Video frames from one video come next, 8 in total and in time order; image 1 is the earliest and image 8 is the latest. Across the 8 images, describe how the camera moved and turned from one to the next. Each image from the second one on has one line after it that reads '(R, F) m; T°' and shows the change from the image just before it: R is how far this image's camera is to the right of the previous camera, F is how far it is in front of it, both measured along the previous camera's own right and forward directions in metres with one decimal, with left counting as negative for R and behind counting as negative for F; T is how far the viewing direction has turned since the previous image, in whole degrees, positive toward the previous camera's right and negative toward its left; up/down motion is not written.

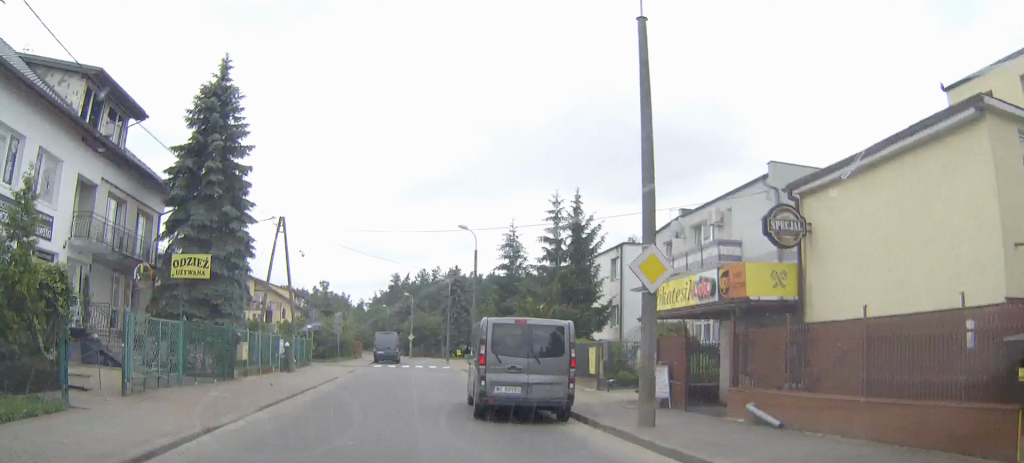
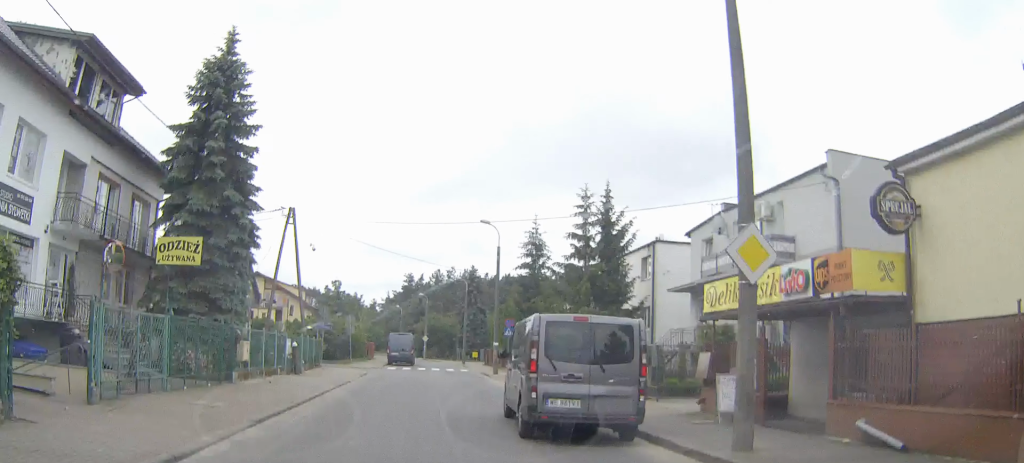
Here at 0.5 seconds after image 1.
(0.0, +2.7) m; 0°
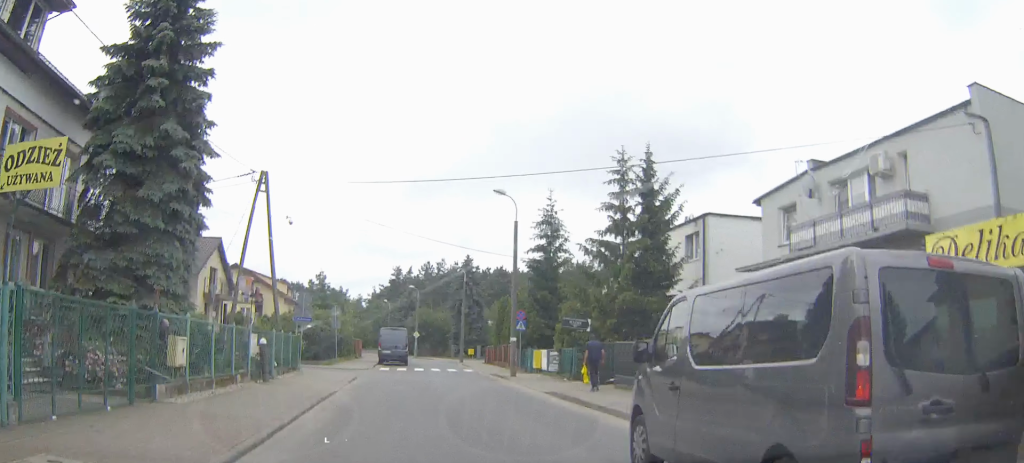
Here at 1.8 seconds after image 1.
(0.0, +7.5) m; +2°
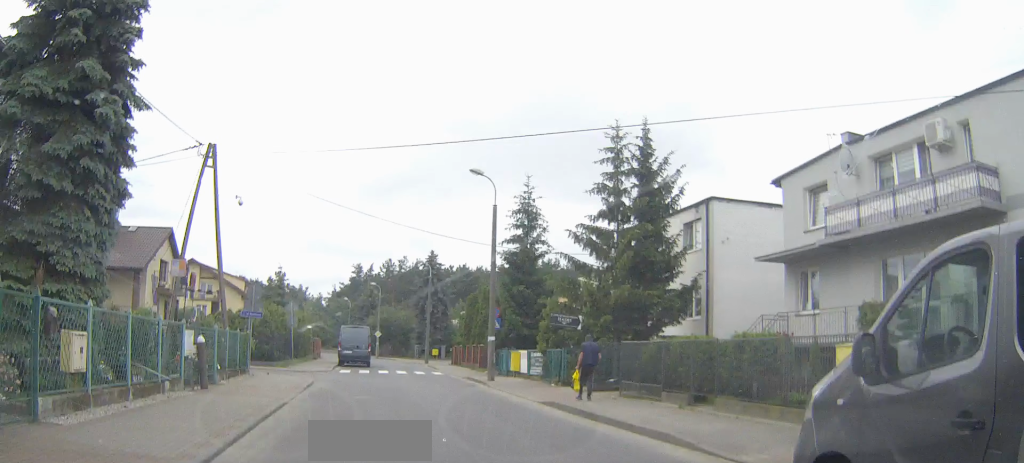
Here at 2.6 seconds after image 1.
(+0.1, +4.2) m; +3°
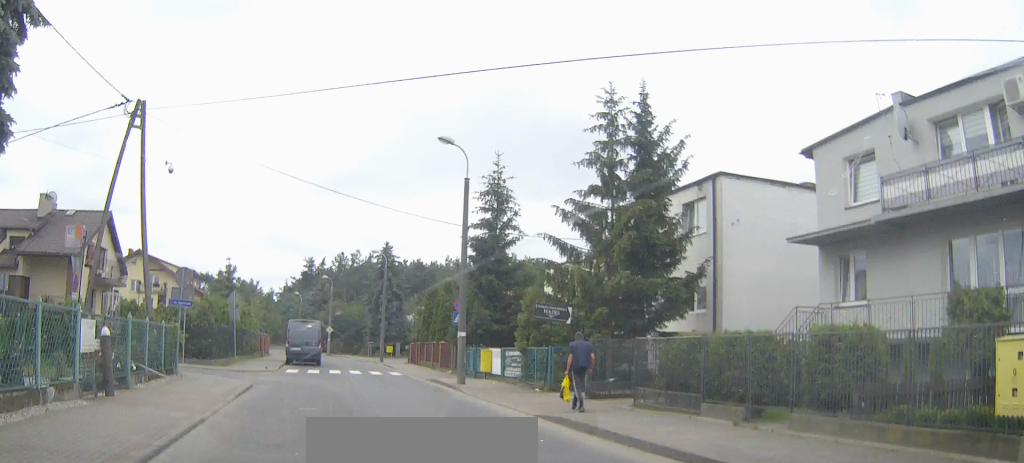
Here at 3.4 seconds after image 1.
(+0.1, +4.5) m; +3°
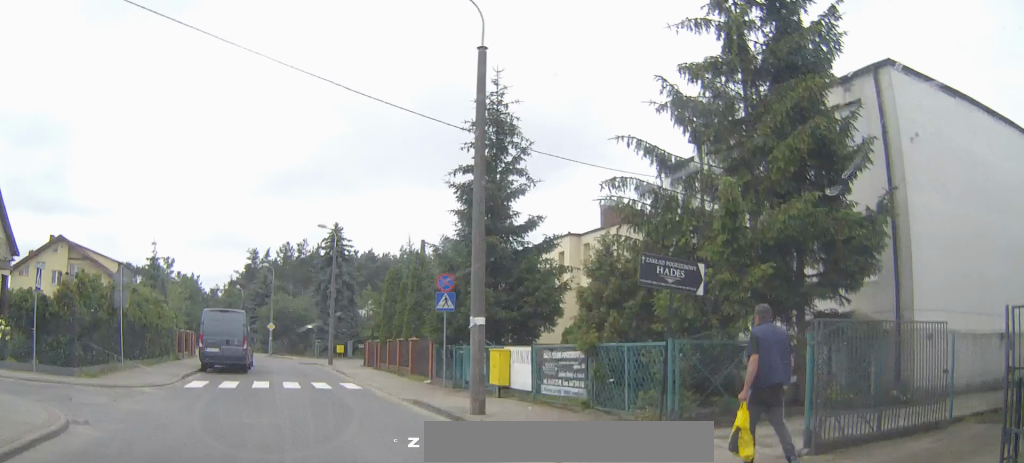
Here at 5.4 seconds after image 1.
(+0.5, +11.8) m; +3°
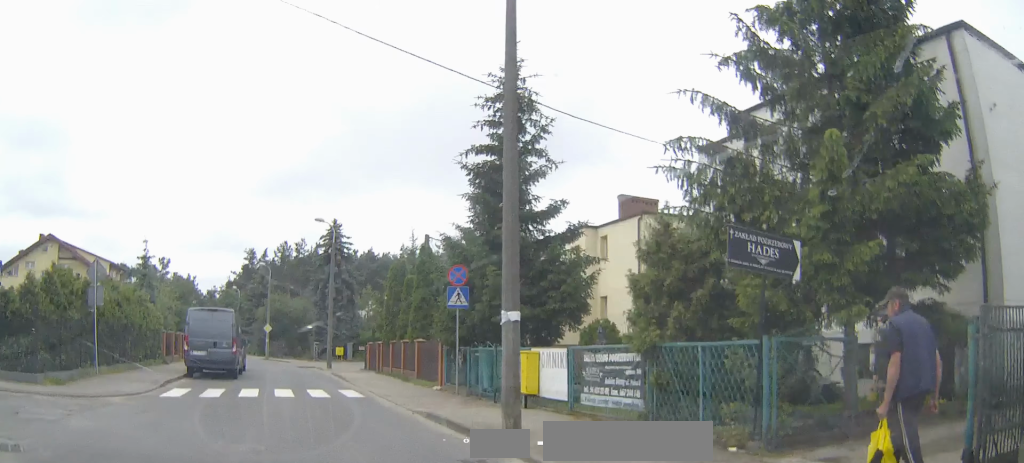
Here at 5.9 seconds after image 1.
(0.0, +2.6) m; 0°
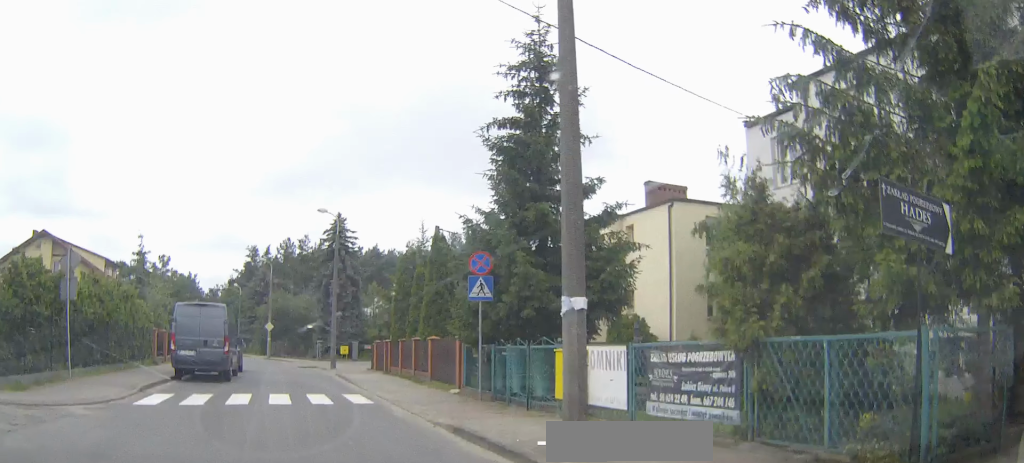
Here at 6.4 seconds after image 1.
(0.0, +2.9) m; 0°
